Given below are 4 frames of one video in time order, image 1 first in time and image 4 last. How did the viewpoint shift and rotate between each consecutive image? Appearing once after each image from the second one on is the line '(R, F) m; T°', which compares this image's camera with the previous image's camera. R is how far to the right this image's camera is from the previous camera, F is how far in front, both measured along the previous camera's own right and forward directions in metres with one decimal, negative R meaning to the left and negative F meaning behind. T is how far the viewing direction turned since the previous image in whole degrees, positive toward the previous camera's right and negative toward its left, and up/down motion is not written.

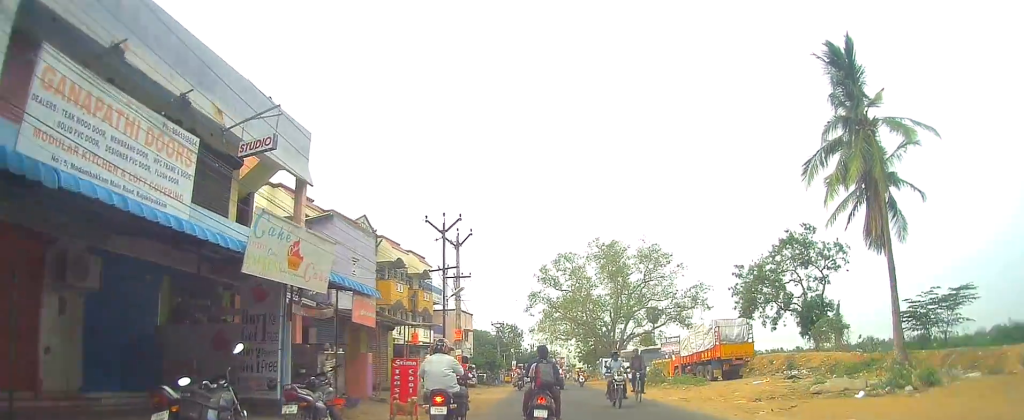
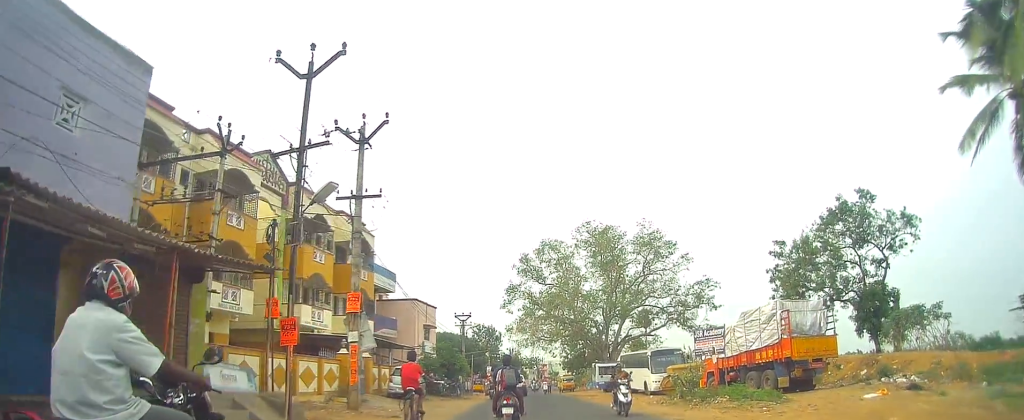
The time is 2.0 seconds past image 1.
(+0.9, +13.7) m; +4°
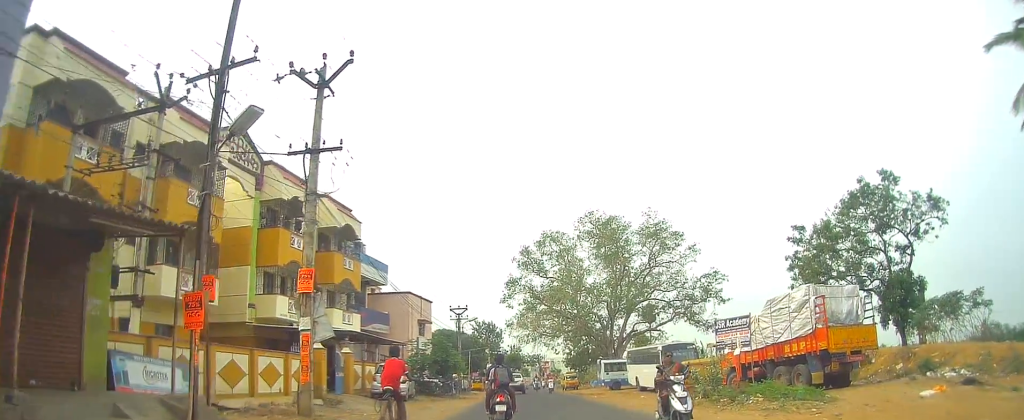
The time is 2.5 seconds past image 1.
(-0.2, +3.2) m; 0°
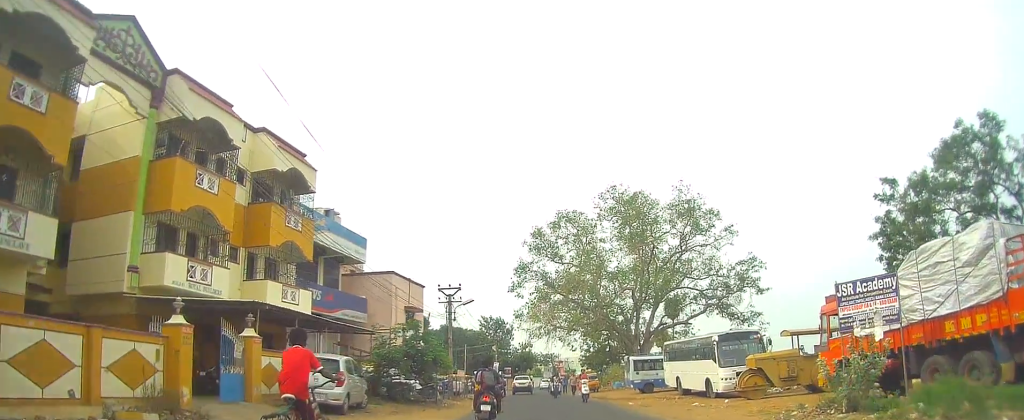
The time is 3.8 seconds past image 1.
(+0.2, +9.8) m; 0°
